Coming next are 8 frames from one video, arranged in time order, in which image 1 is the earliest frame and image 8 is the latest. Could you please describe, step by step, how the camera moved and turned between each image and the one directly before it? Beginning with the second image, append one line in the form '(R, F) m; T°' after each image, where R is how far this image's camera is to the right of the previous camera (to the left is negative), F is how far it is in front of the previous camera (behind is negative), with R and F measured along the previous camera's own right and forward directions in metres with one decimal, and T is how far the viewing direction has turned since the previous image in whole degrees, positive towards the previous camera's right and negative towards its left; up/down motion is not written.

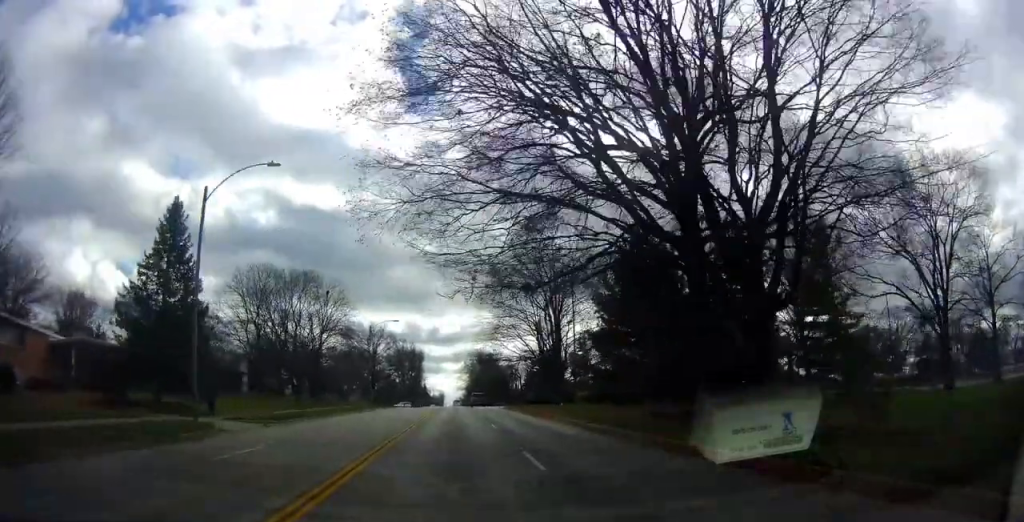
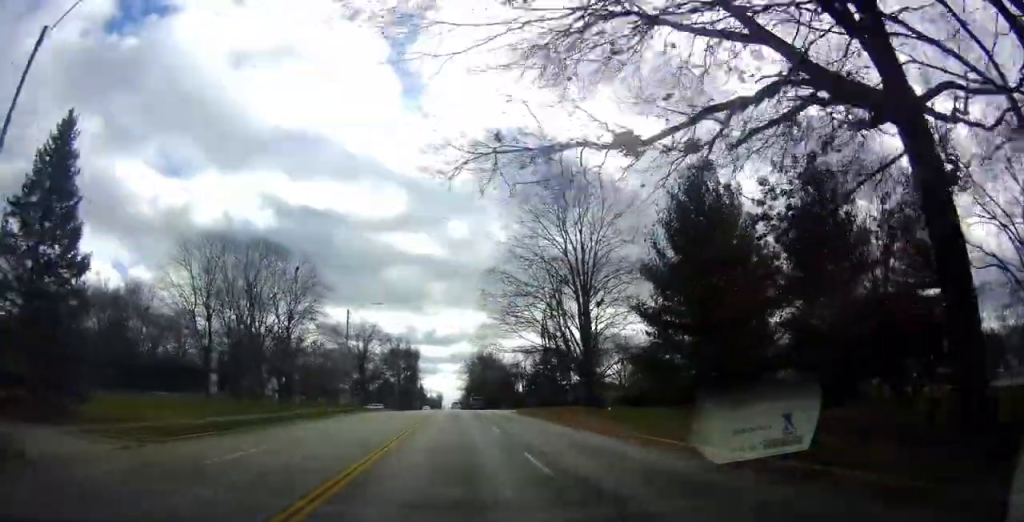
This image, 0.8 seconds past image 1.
(0.0, +12.1) m; +1°
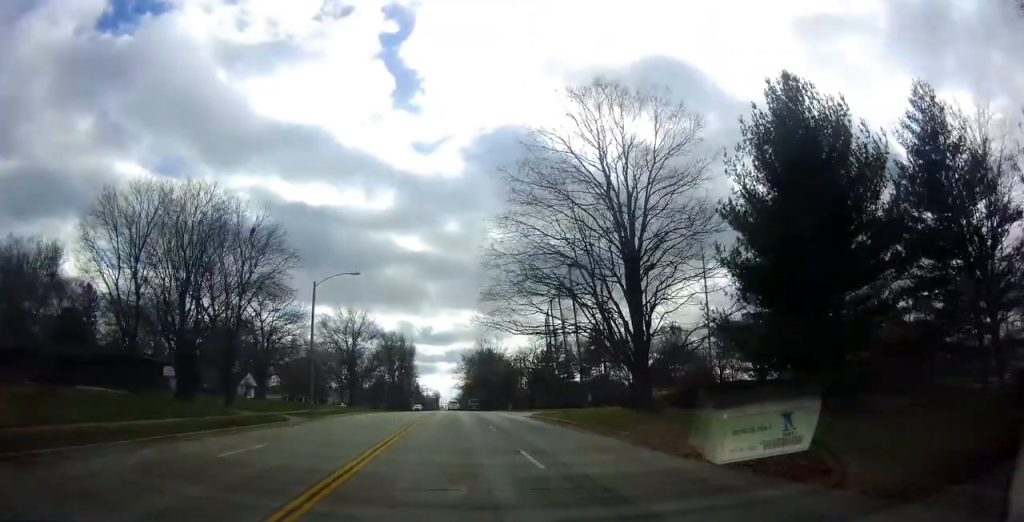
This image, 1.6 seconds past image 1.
(+0.1, +12.2) m; +1°
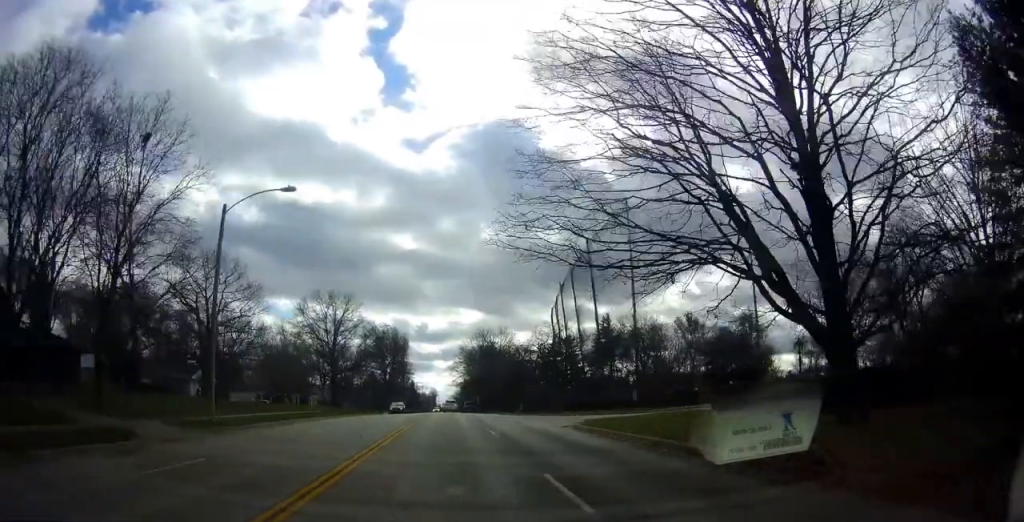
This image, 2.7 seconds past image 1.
(+0.2, +16.8) m; +1°
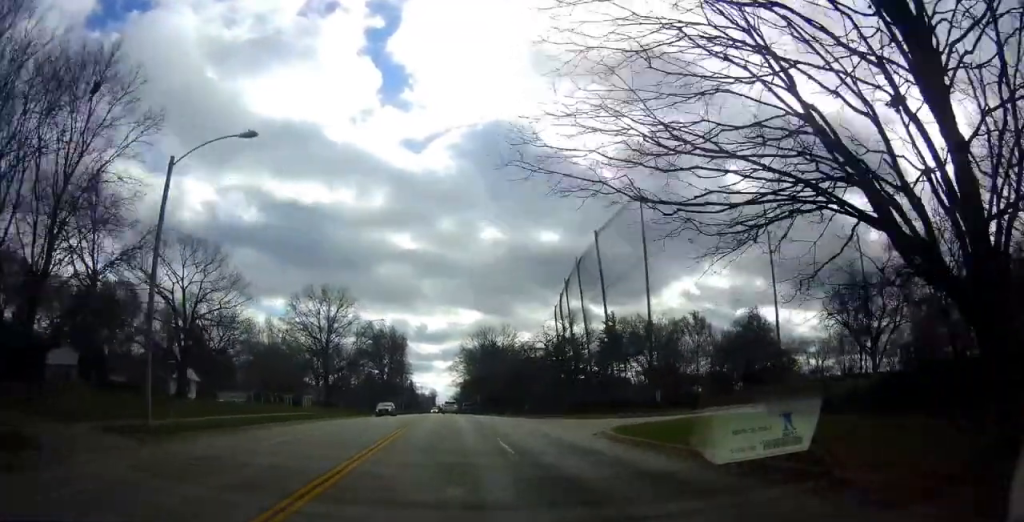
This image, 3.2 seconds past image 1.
(0.0, +6.6) m; 0°
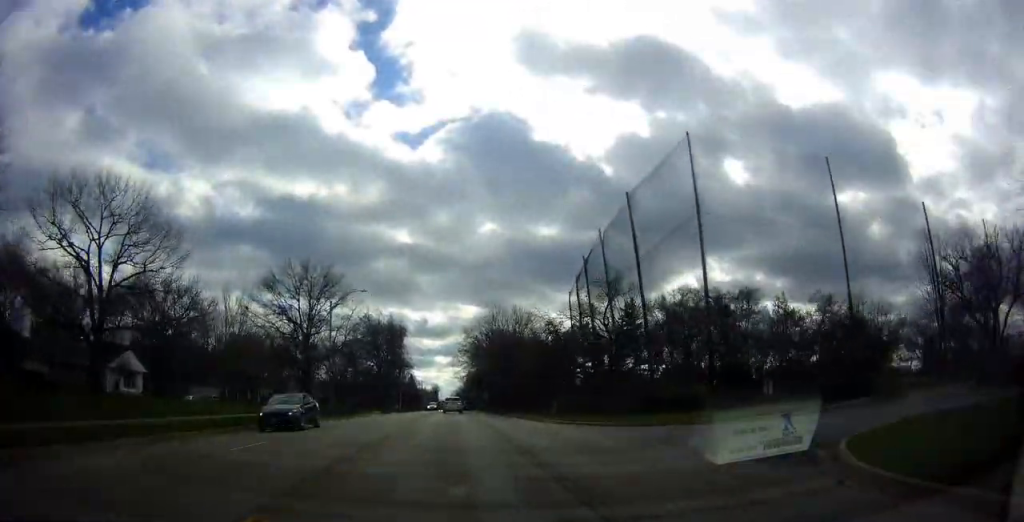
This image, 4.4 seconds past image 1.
(0.0, +16.5) m; 0°
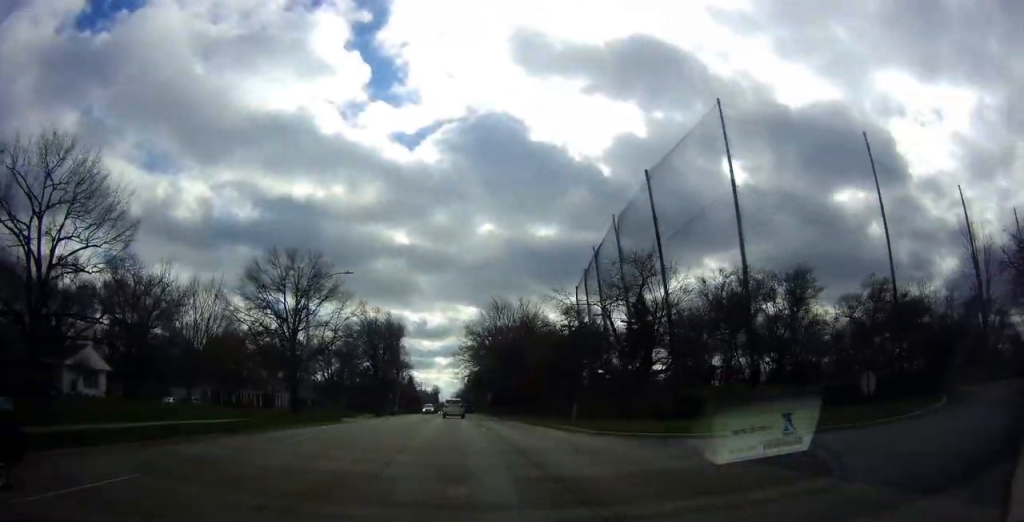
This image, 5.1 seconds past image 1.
(0.0, +8.4) m; 0°
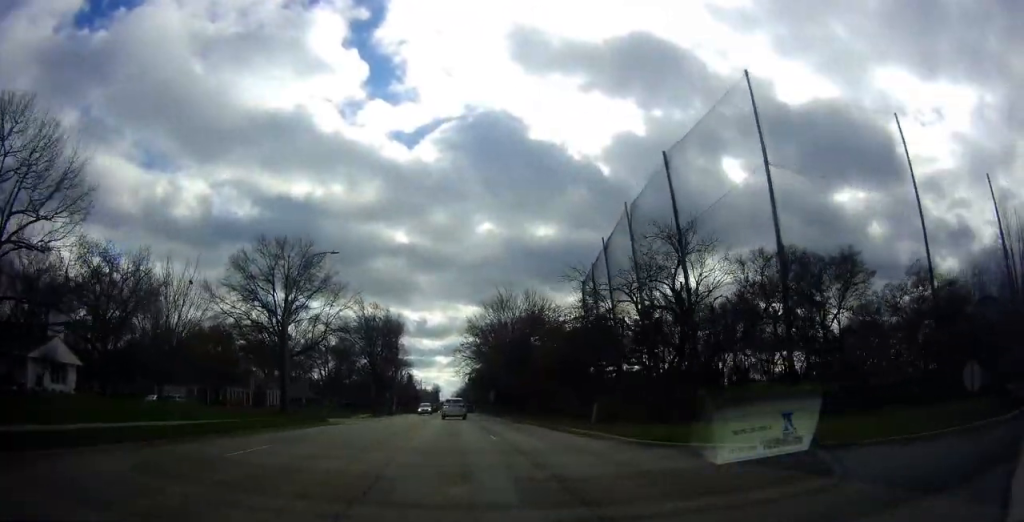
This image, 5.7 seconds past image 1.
(0.0, +5.9) m; 0°
